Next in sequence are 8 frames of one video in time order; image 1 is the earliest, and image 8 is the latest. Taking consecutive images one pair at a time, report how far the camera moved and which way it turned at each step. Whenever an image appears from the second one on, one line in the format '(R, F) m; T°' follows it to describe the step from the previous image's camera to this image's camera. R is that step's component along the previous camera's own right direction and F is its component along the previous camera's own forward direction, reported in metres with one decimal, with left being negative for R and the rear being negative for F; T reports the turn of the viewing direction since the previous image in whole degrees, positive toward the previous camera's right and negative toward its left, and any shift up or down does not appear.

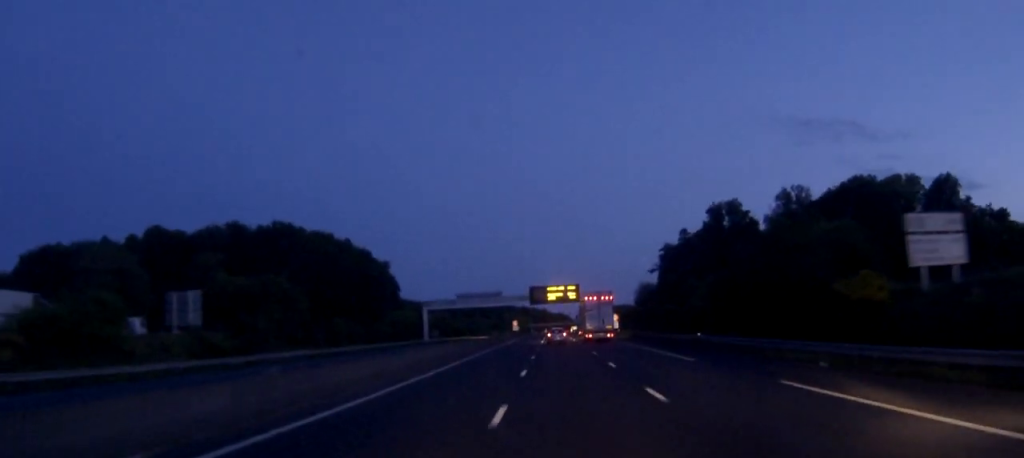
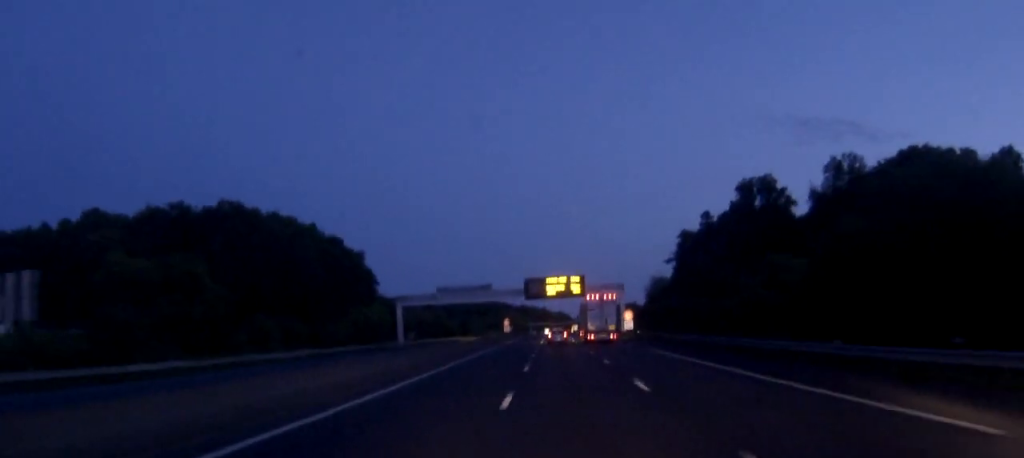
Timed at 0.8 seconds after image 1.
(0.0, +21.5) m; 0°
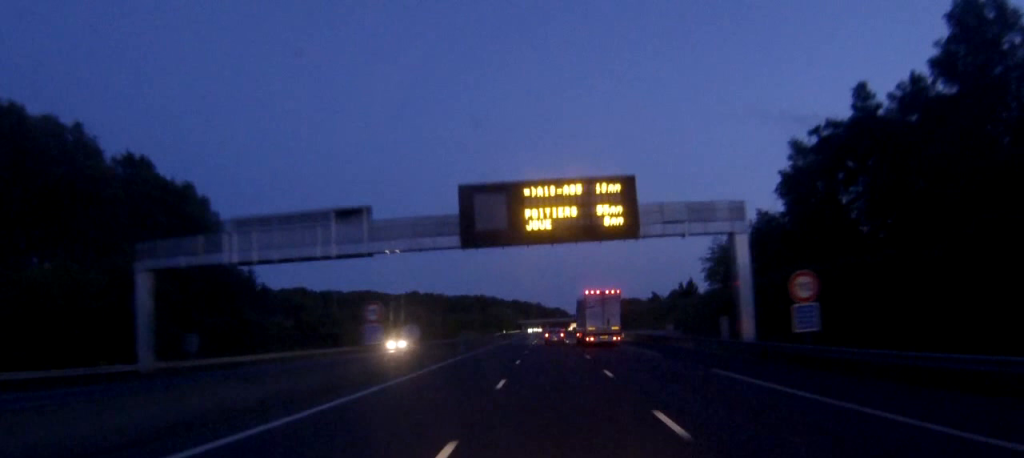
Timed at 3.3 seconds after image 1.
(+0.3, +71.5) m; 0°
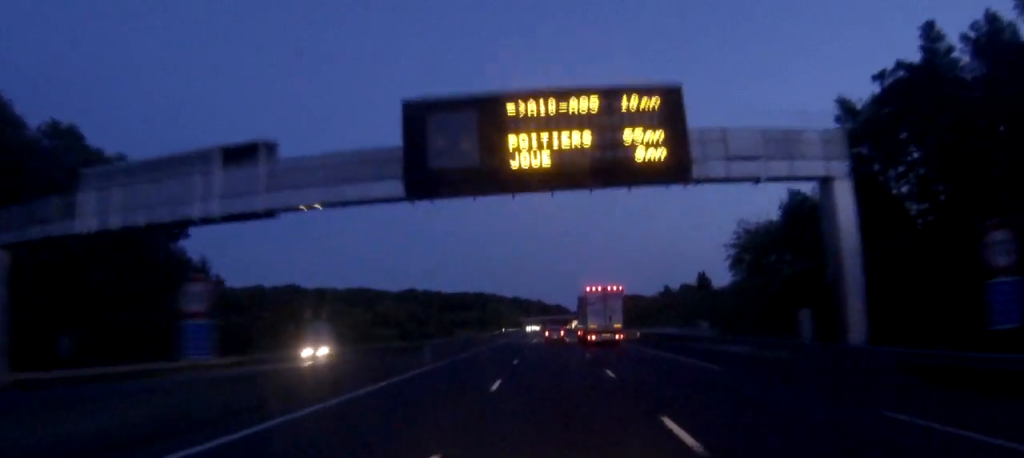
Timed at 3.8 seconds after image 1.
(0.0, +14.5) m; 0°
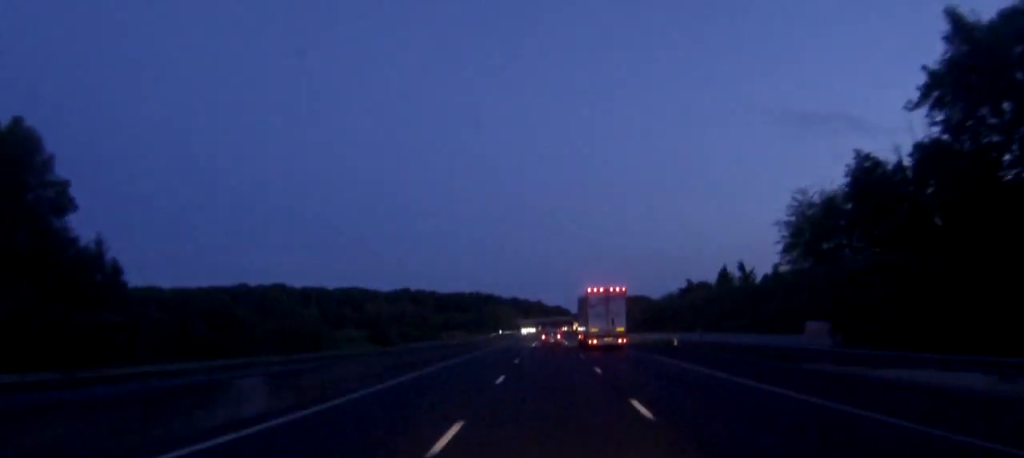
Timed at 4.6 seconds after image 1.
(-0.1, +22.6) m; 0°
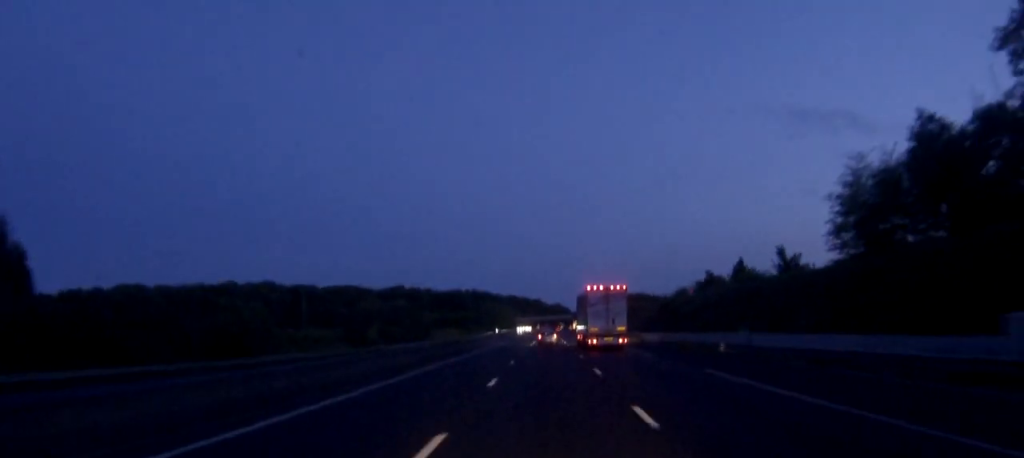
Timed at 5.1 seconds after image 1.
(0.0, +15.0) m; 0°
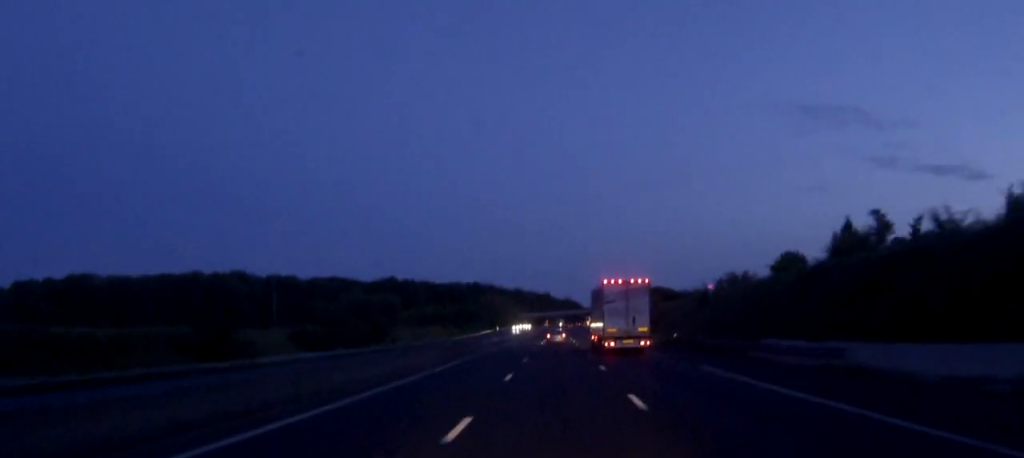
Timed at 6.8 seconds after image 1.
(-0.2, +52.7) m; 0°
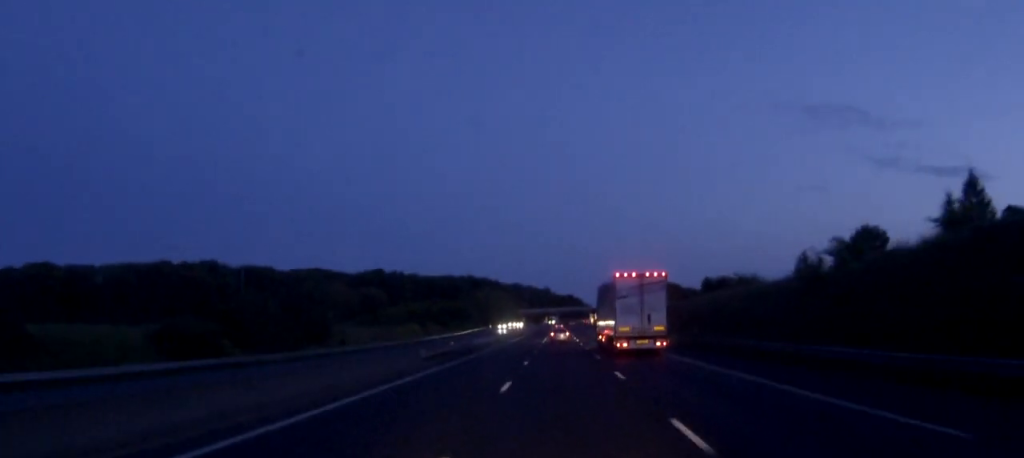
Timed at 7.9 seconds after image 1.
(0.0, +35.8) m; 0°
